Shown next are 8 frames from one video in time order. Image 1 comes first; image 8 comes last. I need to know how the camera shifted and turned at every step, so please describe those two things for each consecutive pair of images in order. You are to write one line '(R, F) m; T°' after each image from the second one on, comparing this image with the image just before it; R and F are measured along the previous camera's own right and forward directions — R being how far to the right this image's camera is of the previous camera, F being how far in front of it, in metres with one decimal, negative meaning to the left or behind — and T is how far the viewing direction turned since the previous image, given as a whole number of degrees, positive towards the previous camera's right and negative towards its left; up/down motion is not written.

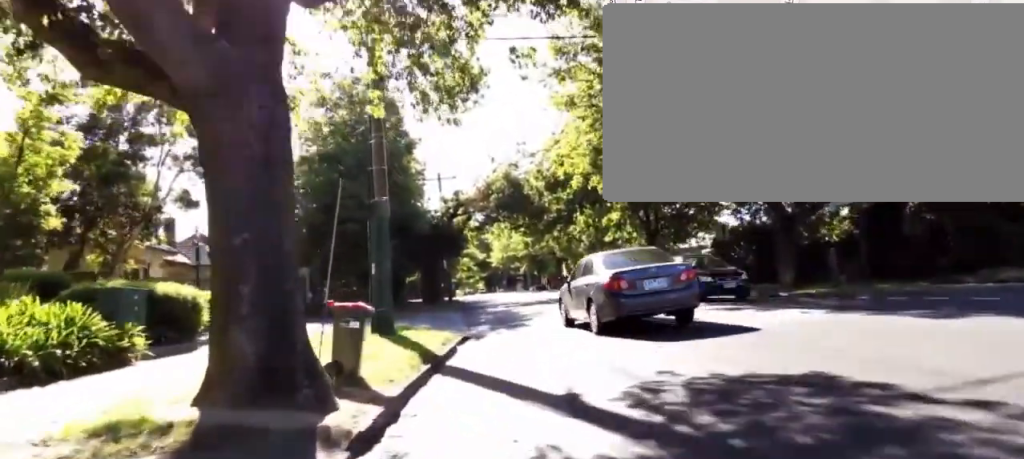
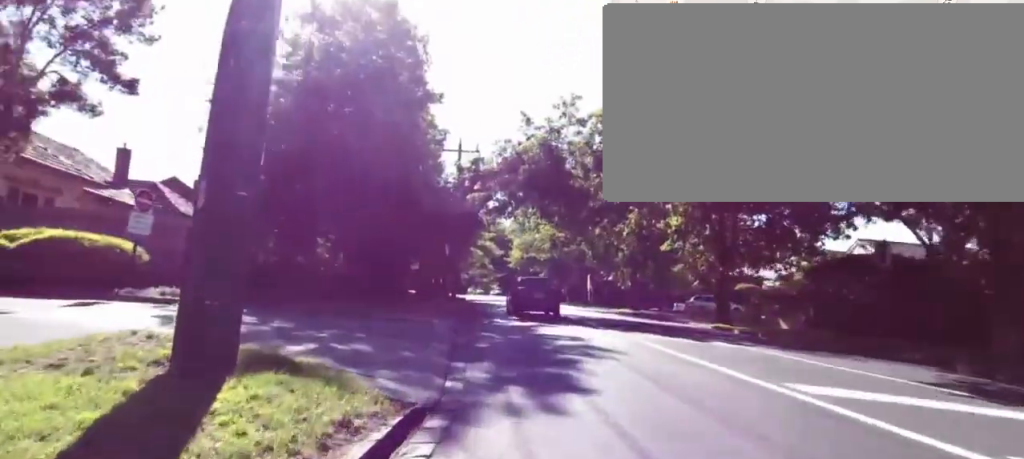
(+1.7, +8.0) m; +13°
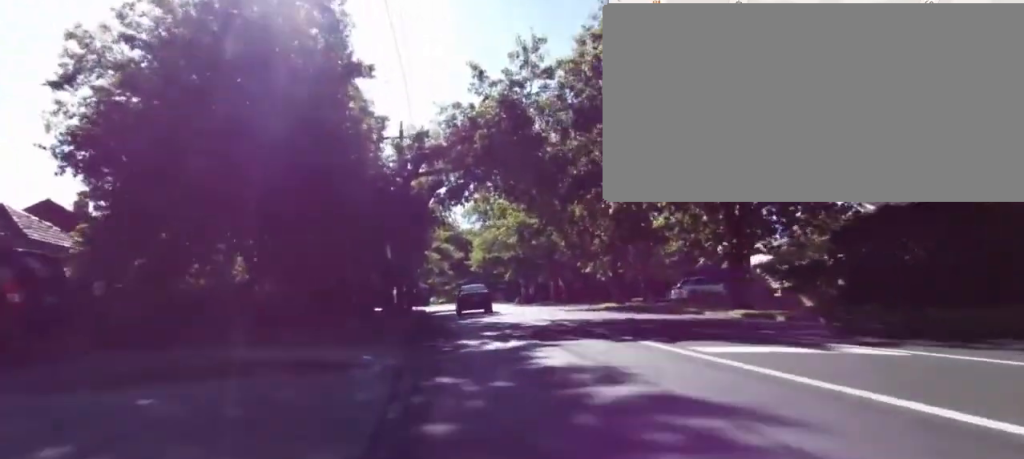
(-0.8, +6.1) m; -3°
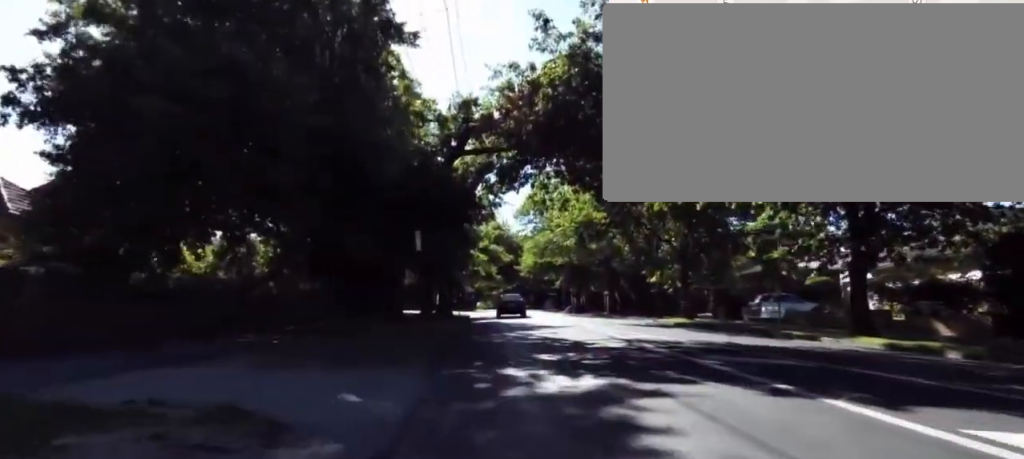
(+0.4, +4.2) m; 0°
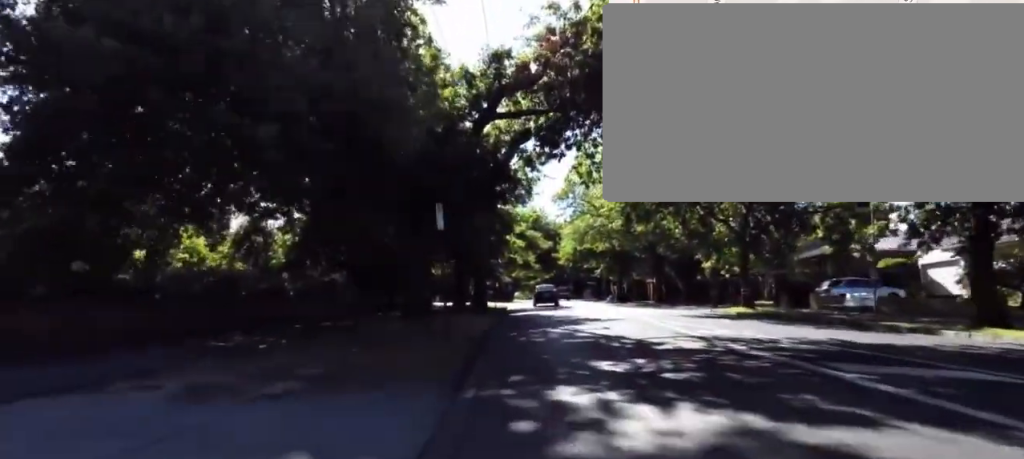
(+0.1, +2.7) m; -2°
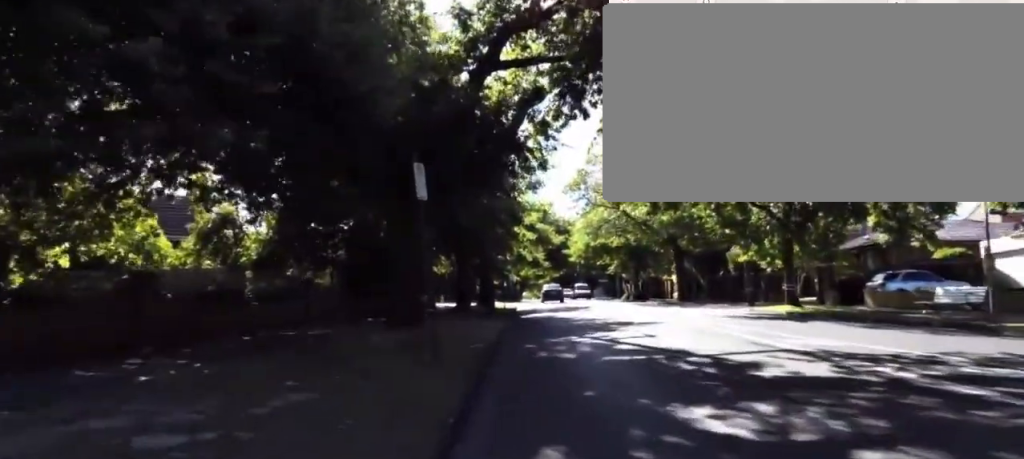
(-0.4, +3.6) m; -8°
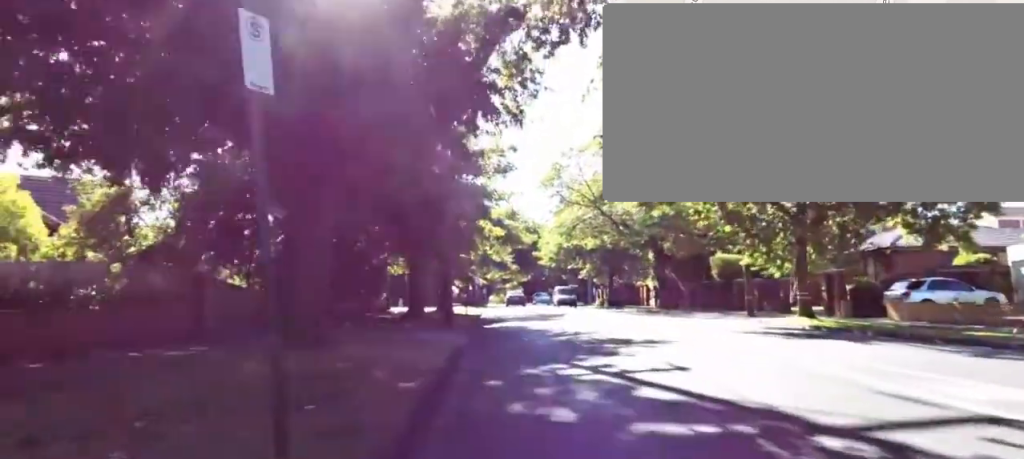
(-0.3, +4.1) m; +3°
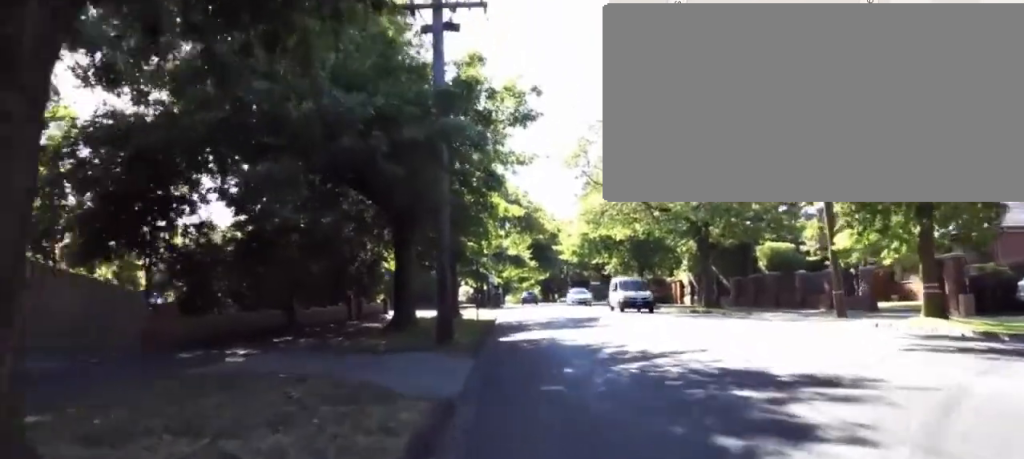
(+0.5, +5.2) m; +10°
